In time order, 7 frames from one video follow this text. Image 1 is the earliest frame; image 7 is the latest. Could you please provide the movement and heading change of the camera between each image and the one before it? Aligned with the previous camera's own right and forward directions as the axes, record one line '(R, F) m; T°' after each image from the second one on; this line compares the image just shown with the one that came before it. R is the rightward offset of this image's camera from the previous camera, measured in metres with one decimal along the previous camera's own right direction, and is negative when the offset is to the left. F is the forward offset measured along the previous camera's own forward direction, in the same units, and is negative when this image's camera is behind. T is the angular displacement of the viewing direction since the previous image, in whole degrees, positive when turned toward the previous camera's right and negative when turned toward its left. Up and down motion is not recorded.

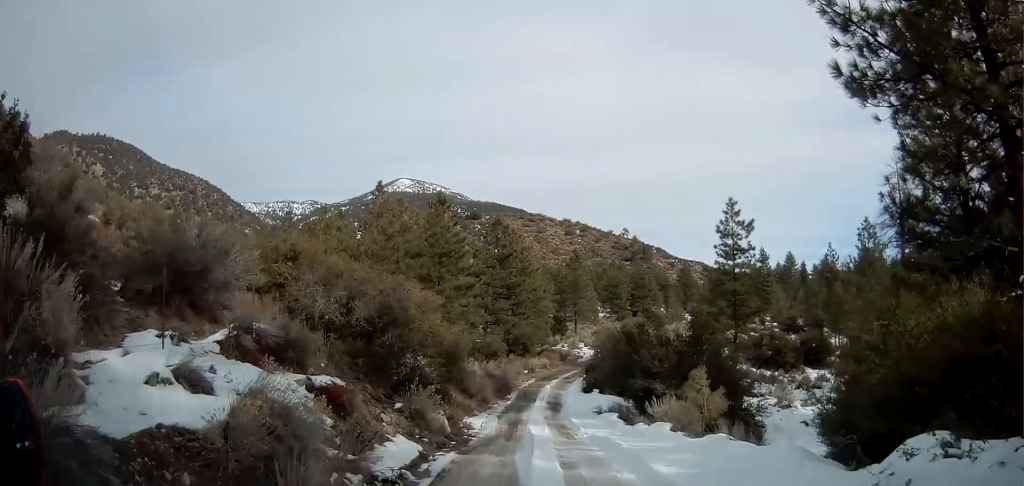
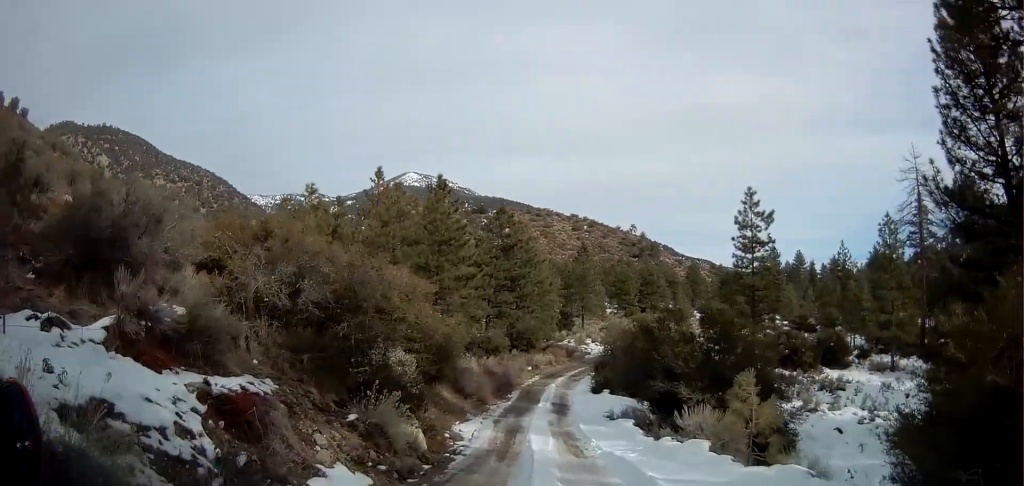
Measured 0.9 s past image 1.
(0.0, +3.2) m; 0°
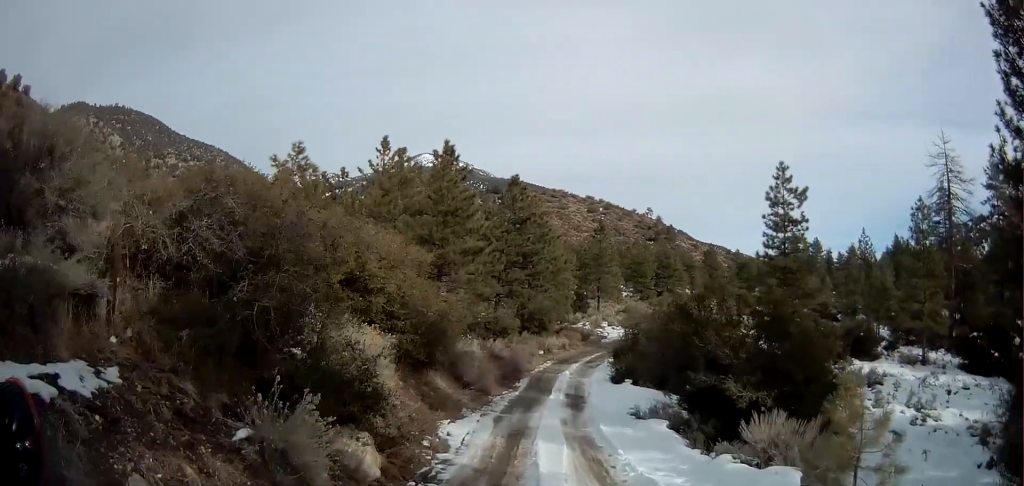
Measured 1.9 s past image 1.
(0.0, +3.9) m; -1°
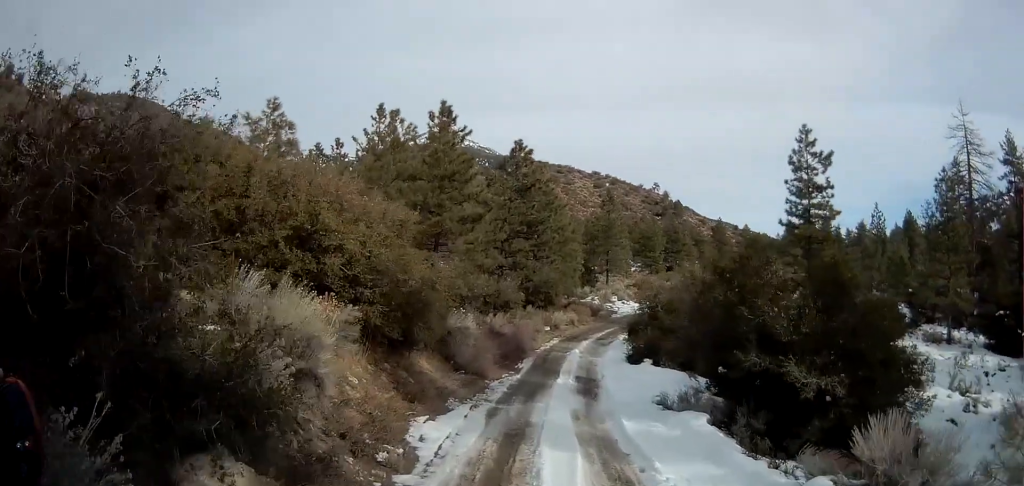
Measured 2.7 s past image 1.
(-0.1, +3.5) m; -1°
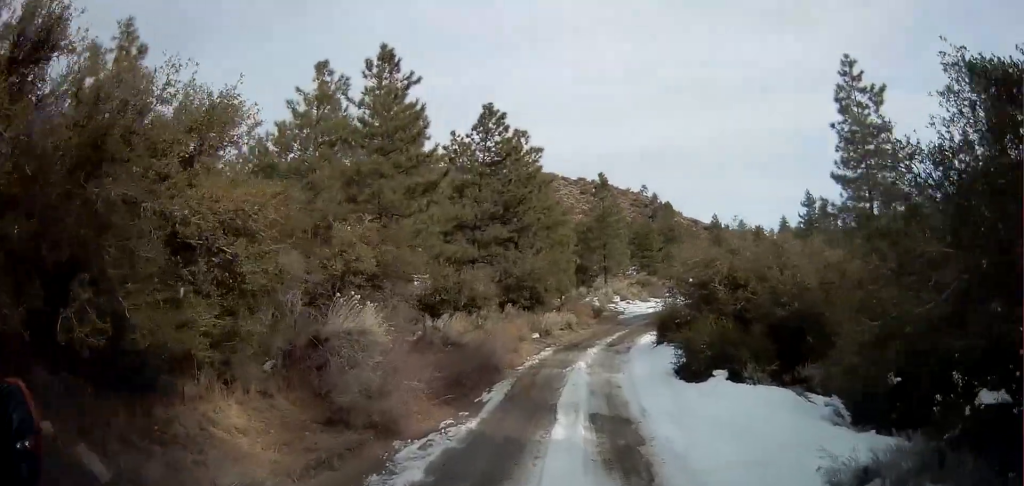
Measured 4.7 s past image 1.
(-0.1, +10.2) m; -1°
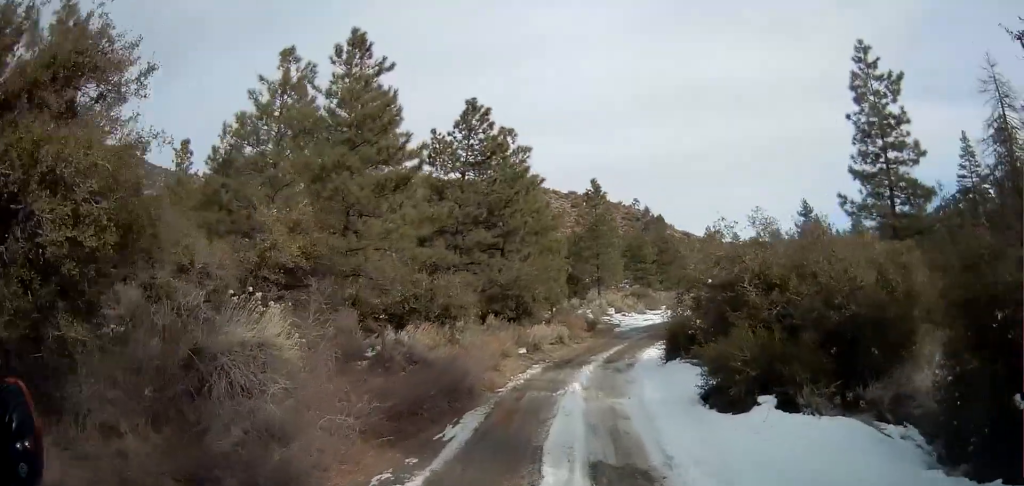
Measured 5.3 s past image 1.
(-0.1, +3.2) m; +1°
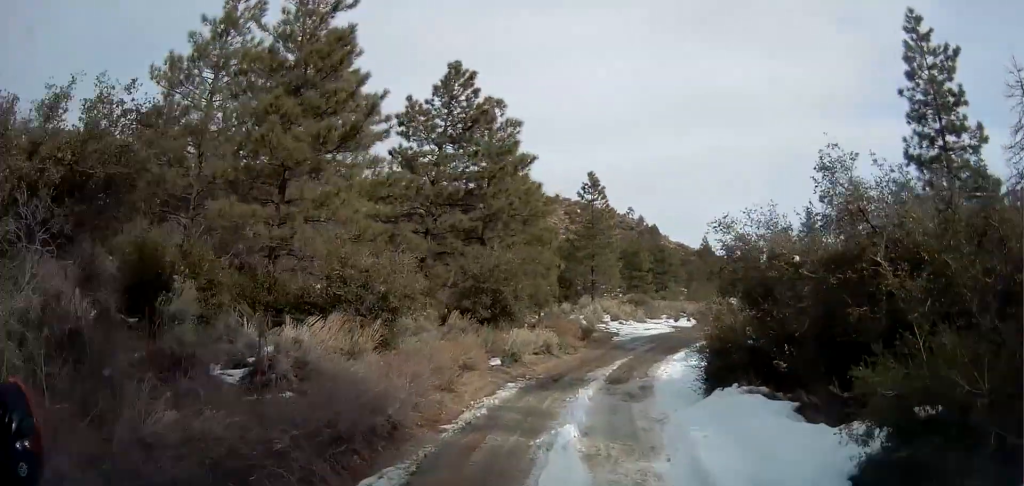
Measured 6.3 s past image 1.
(+0.2, +5.9) m; +2°
